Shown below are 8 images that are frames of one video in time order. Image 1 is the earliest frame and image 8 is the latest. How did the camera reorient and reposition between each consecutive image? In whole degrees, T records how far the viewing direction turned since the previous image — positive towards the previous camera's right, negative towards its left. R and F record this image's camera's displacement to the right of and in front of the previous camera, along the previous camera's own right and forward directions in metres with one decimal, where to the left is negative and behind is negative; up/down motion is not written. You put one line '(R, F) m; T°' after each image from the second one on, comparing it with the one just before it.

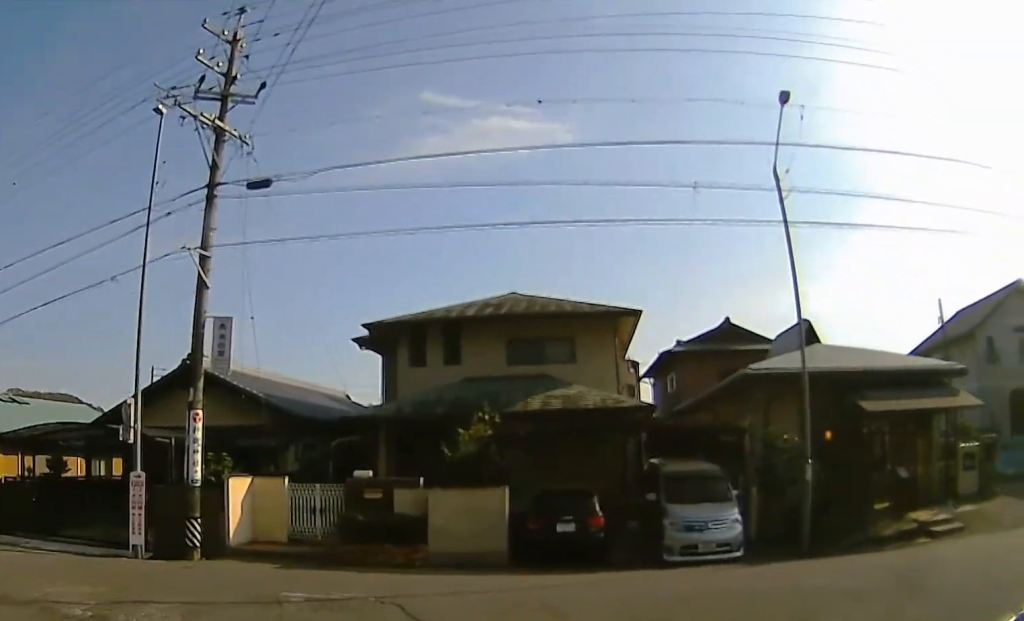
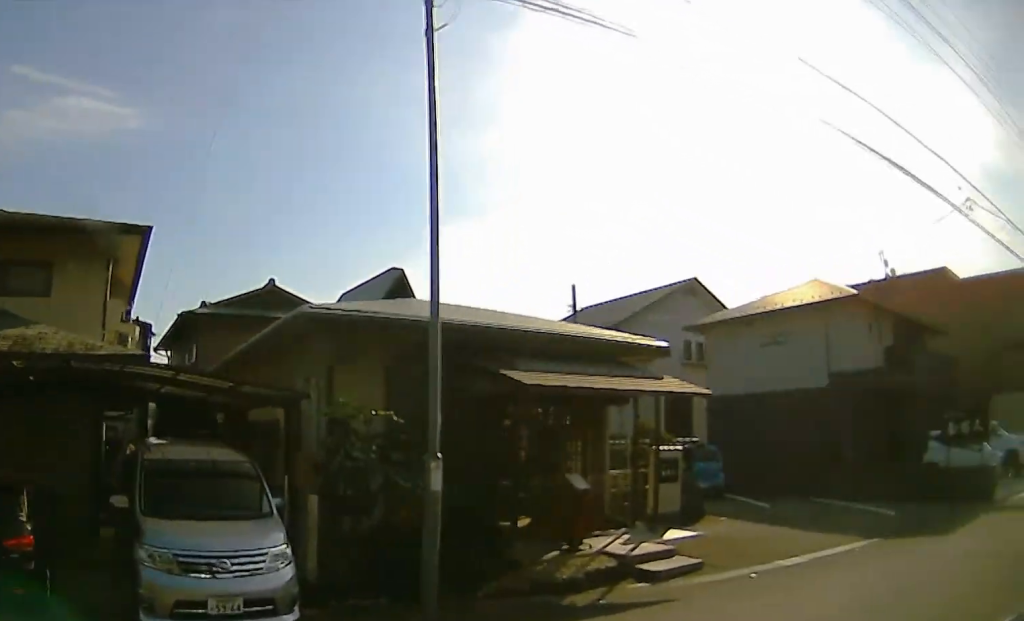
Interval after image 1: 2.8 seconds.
(+2.7, +5.8) m; +67°
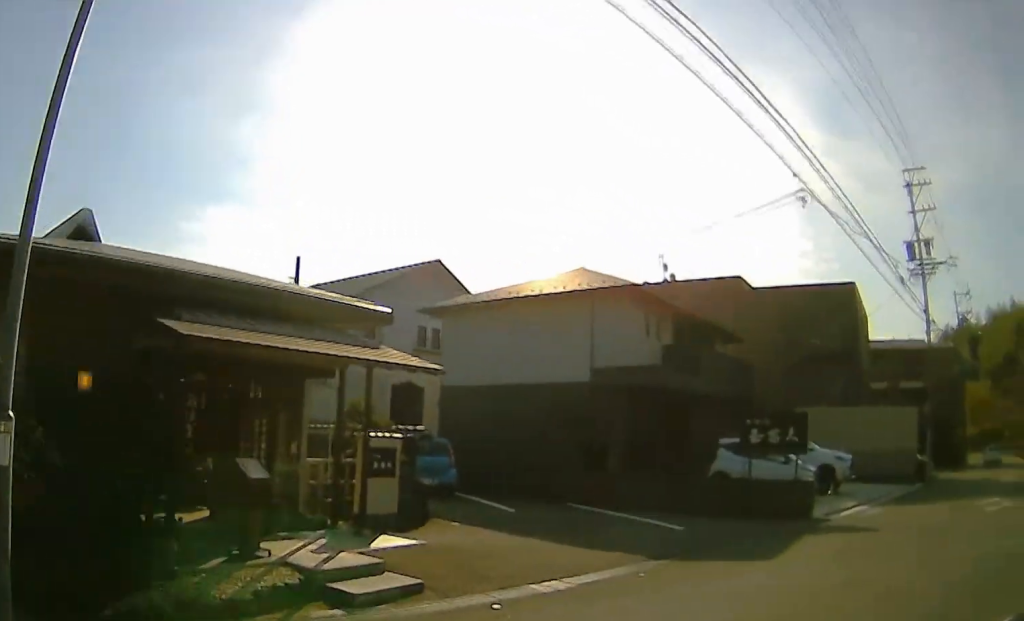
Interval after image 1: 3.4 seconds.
(+0.6, +2.4) m; +14°
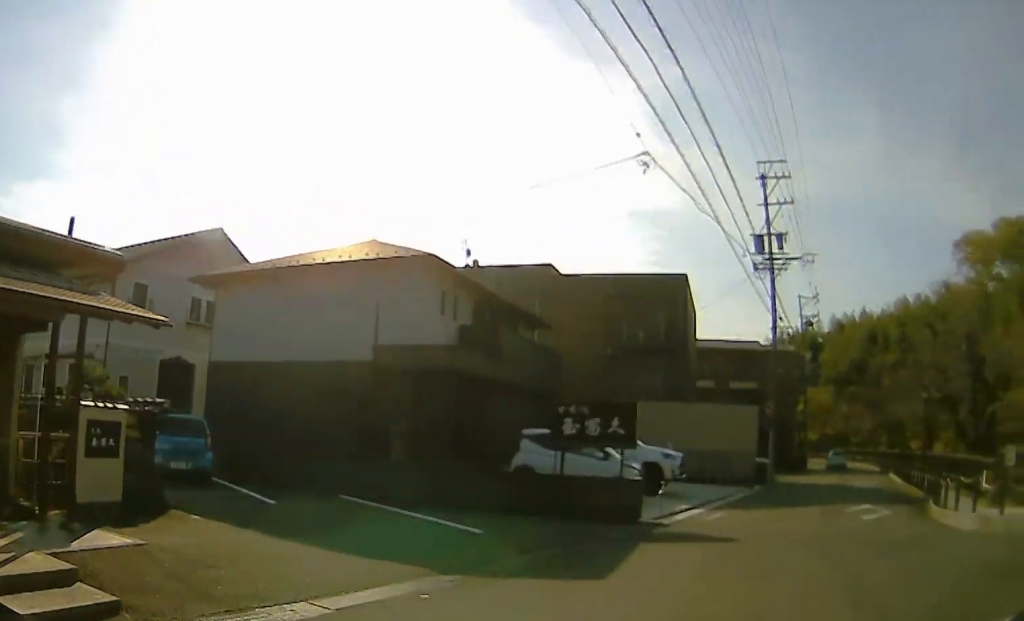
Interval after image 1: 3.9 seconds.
(+0.4, +2.4) m; +9°
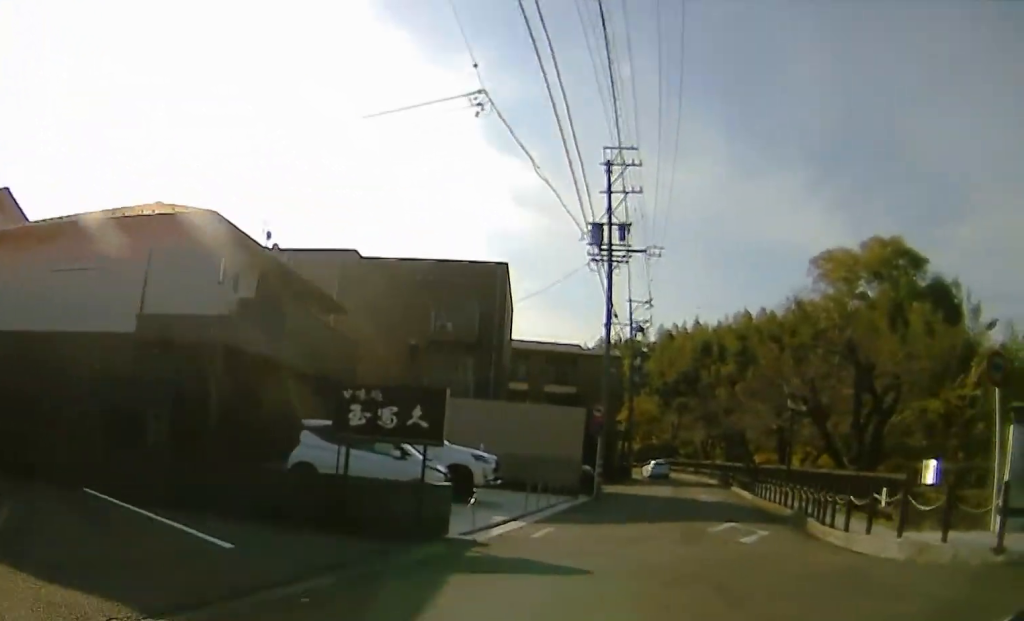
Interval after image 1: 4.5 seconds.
(+0.1, +3.1) m; +8°
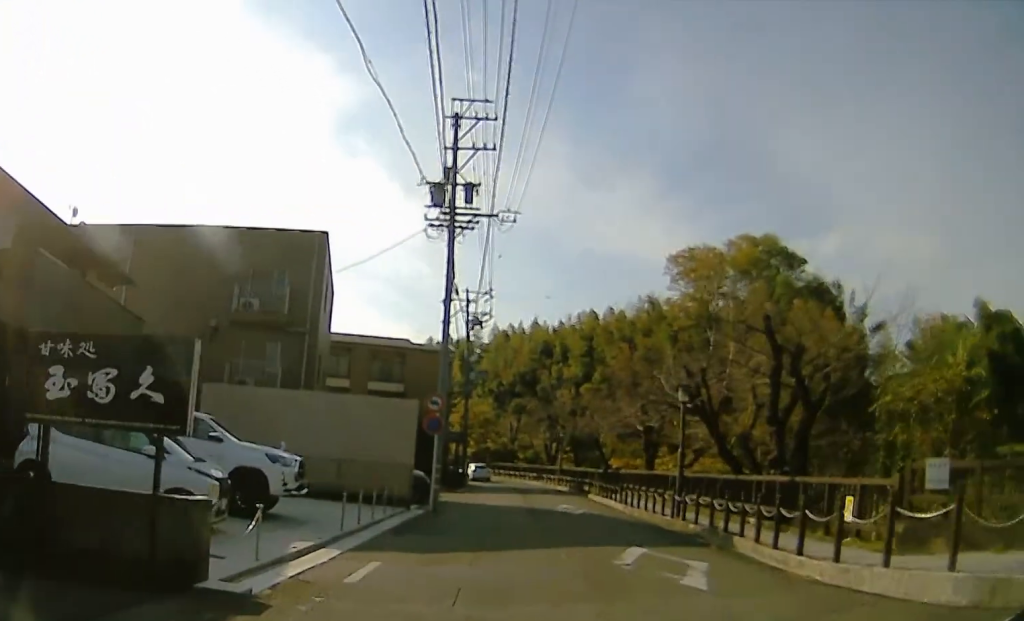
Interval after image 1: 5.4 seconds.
(+0.4, +4.7) m; +7°
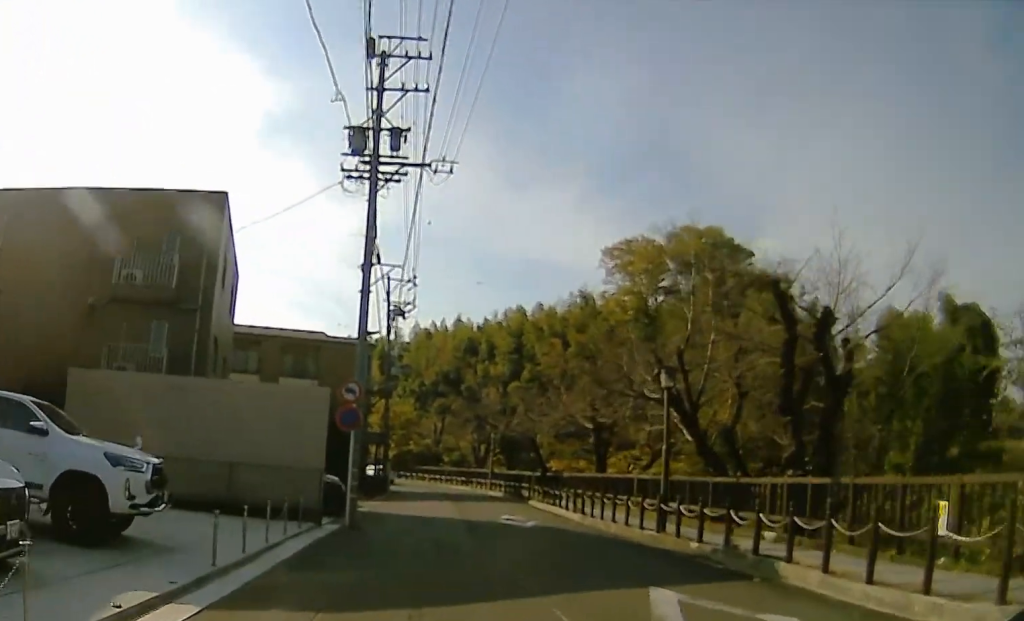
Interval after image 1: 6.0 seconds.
(+0.5, +4.4) m; +3°
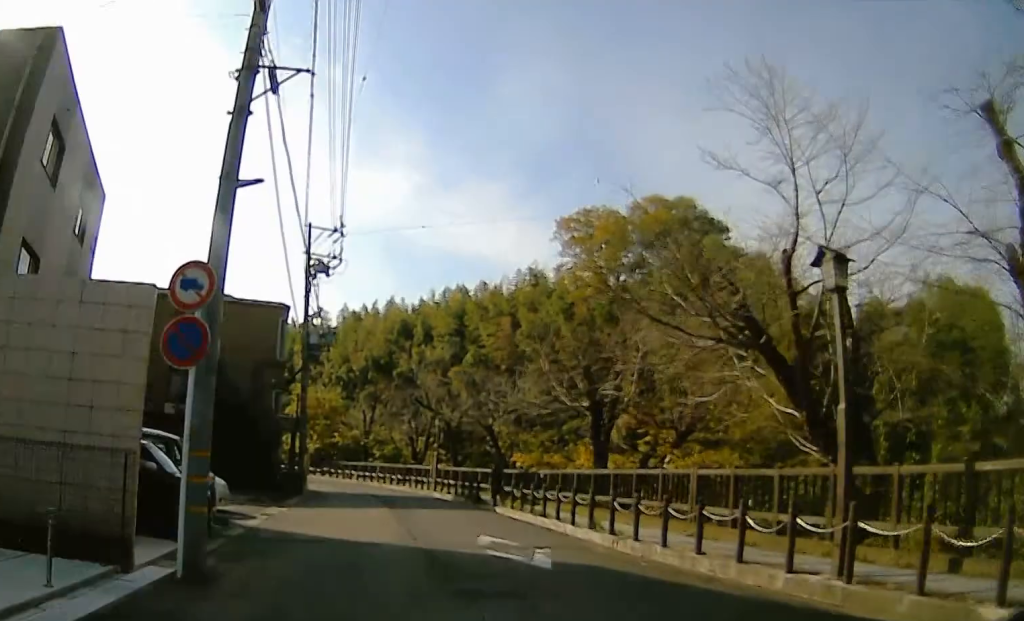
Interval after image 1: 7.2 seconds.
(-0.3, +9.4) m; +1°
